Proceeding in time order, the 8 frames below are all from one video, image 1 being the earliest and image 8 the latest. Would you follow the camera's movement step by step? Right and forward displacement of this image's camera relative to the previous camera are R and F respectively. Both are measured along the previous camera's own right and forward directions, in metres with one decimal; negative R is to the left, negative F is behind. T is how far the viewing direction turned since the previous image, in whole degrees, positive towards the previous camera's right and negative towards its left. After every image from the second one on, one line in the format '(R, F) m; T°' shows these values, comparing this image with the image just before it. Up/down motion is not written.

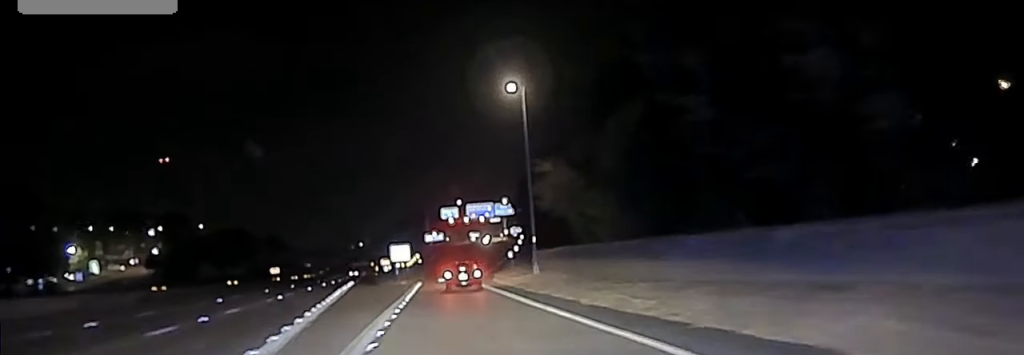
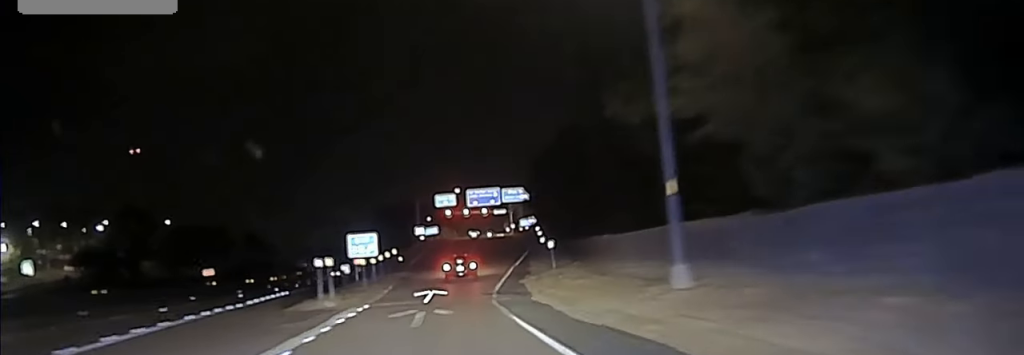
(-0.2, +38.0) m; 0°
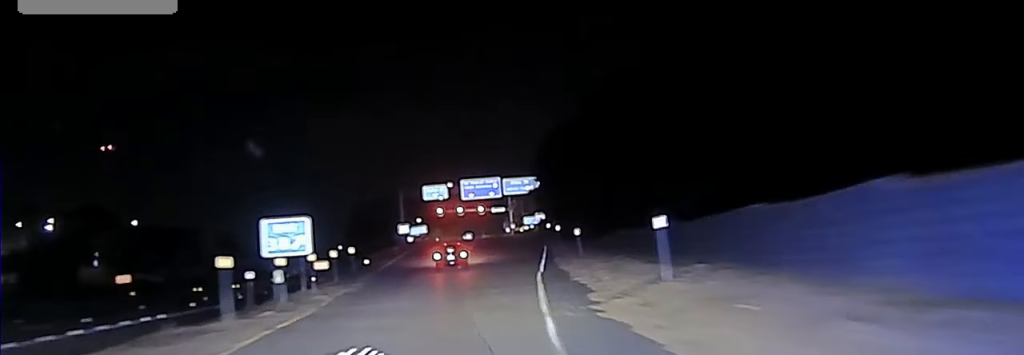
(0.0, +23.4) m; 0°
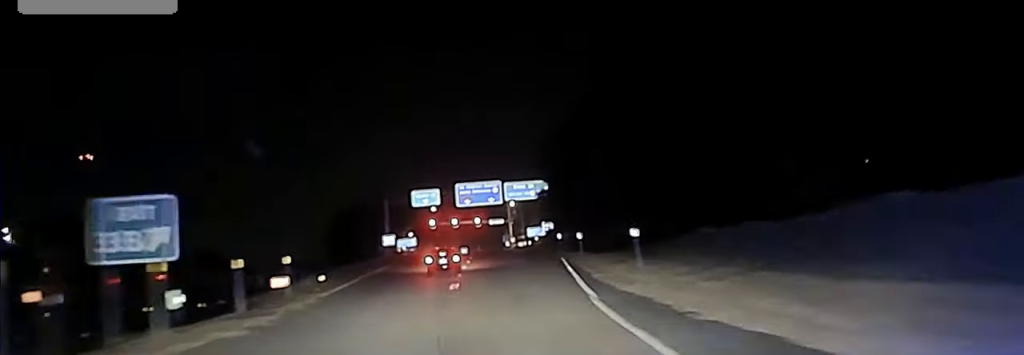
(0.0, +14.4) m; 0°
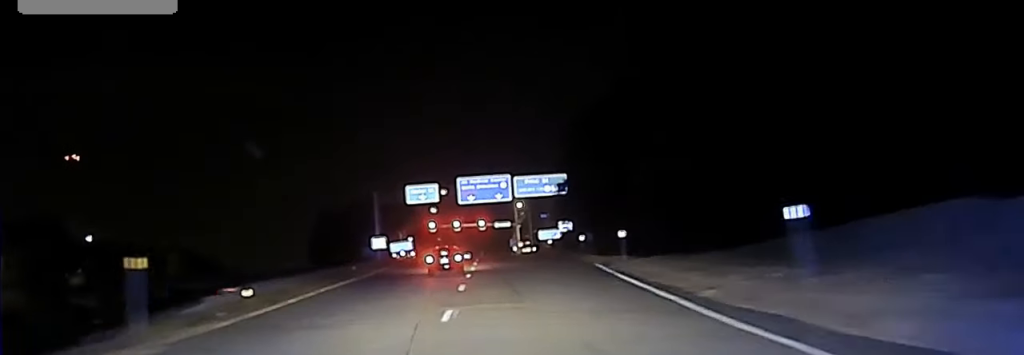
(+0.1, +15.3) m; 0°
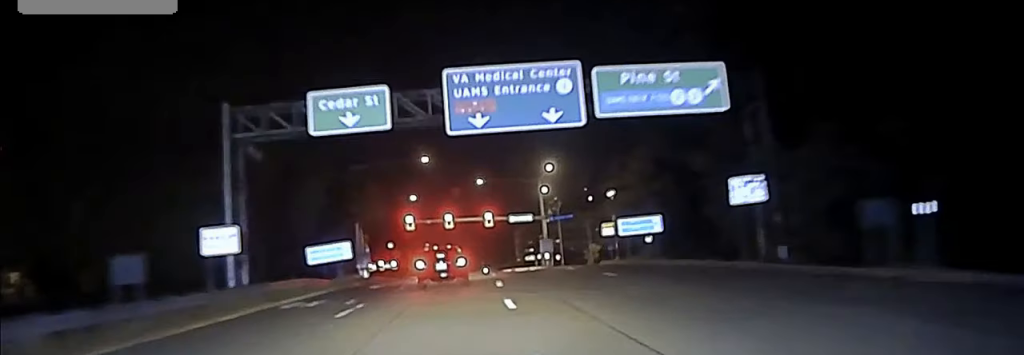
(+0.2, +50.6) m; 0°
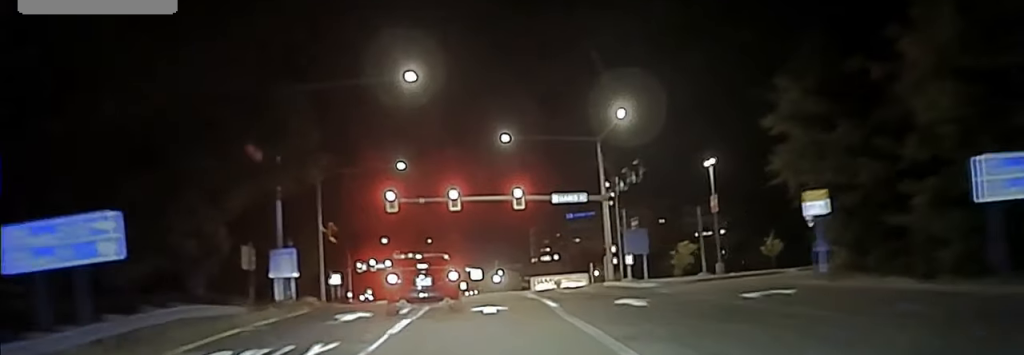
(-0.6, +41.0) m; -2°
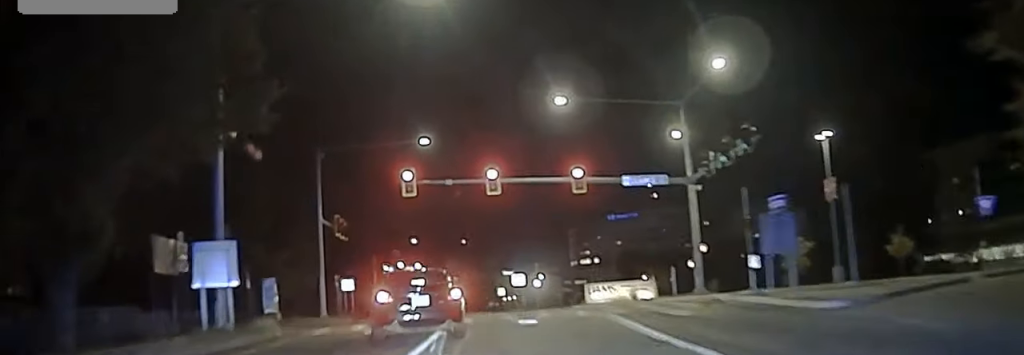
(-0.2, +15.0) m; -4°
